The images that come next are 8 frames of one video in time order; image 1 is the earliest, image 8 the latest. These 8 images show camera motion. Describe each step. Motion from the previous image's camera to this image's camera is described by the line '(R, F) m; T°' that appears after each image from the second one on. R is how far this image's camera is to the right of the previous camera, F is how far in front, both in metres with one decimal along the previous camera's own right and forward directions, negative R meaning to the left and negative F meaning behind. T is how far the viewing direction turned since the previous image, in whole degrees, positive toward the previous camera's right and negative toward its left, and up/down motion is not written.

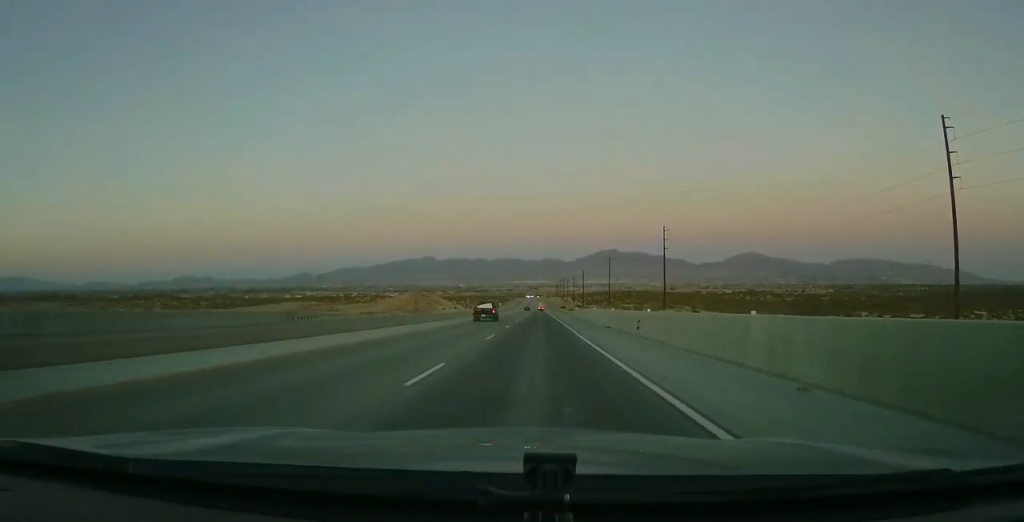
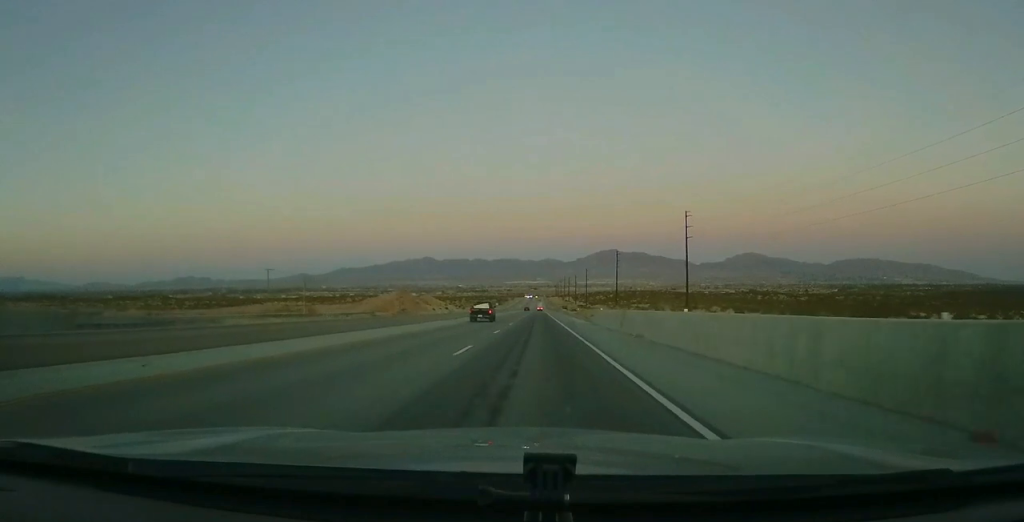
(+0.6, +31.0) m; +1°
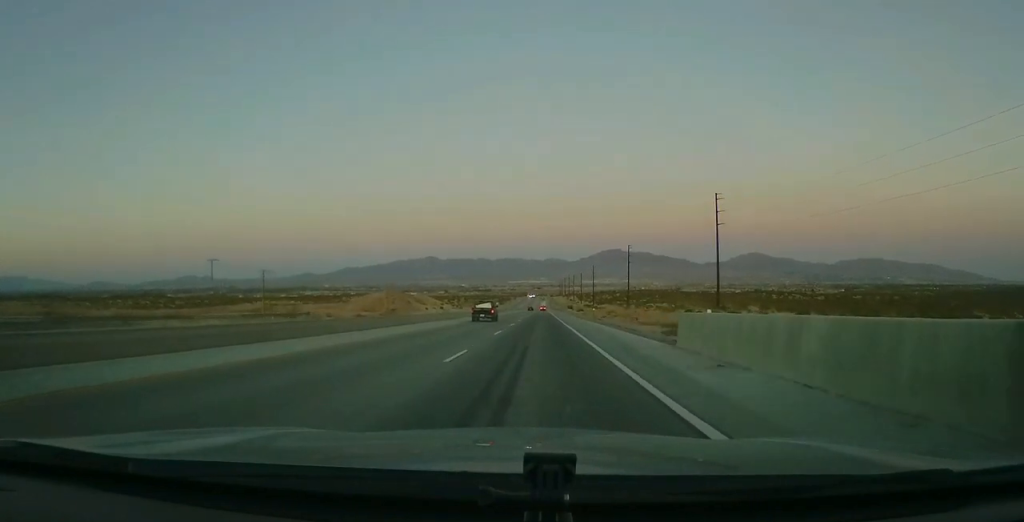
(-0.2, +26.5) m; -1°
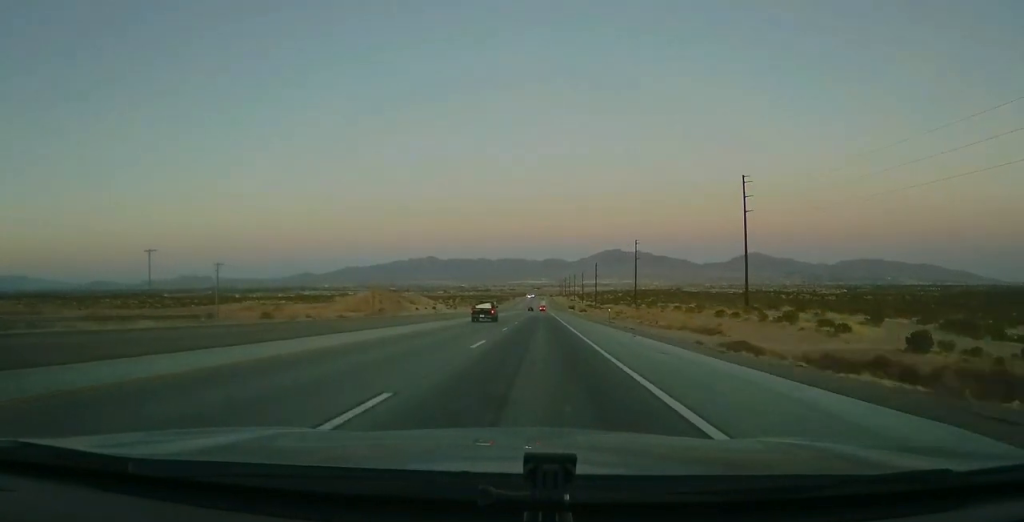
(-0.2, +20.1) m; 0°
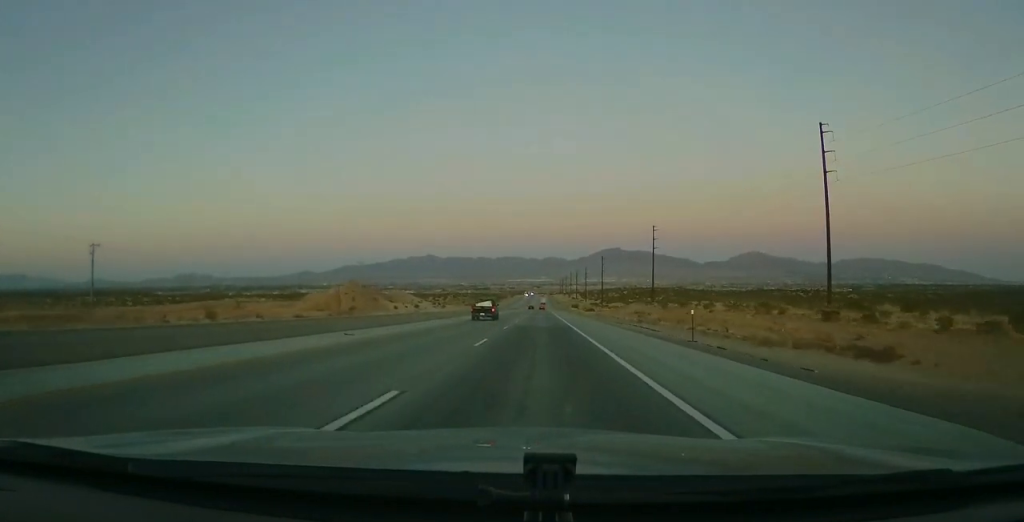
(+0.6, +36.5) m; +1°
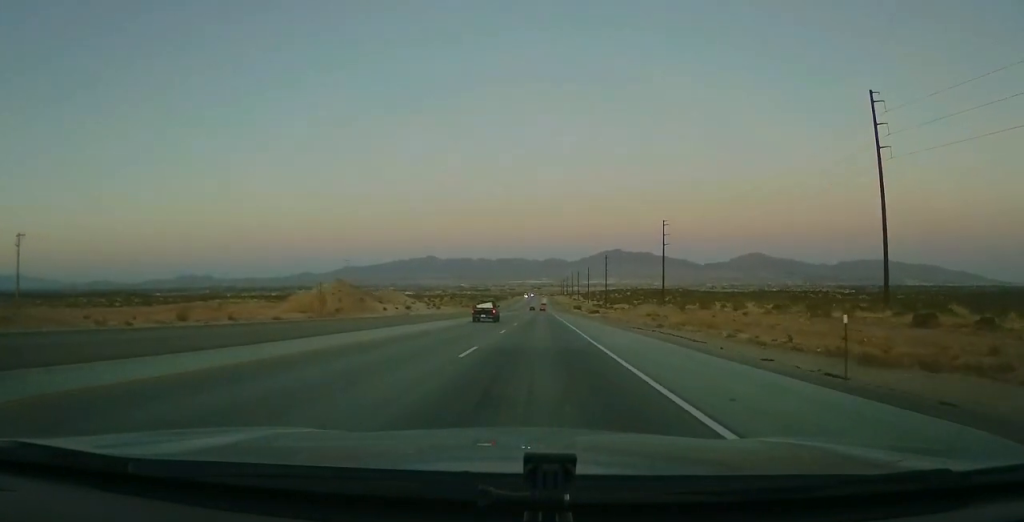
(-0.1, +15.5) m; 0°
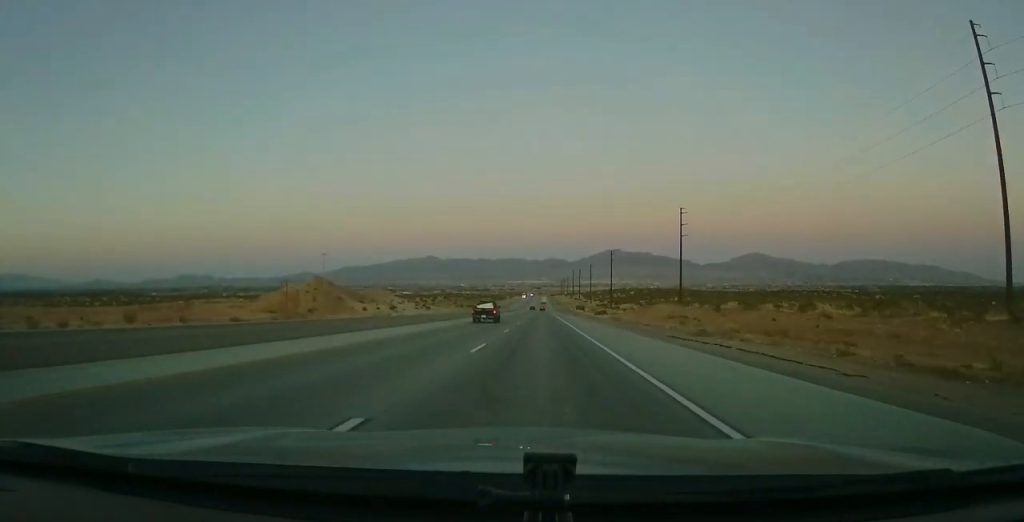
(-0.4, +22.8) m; -1°
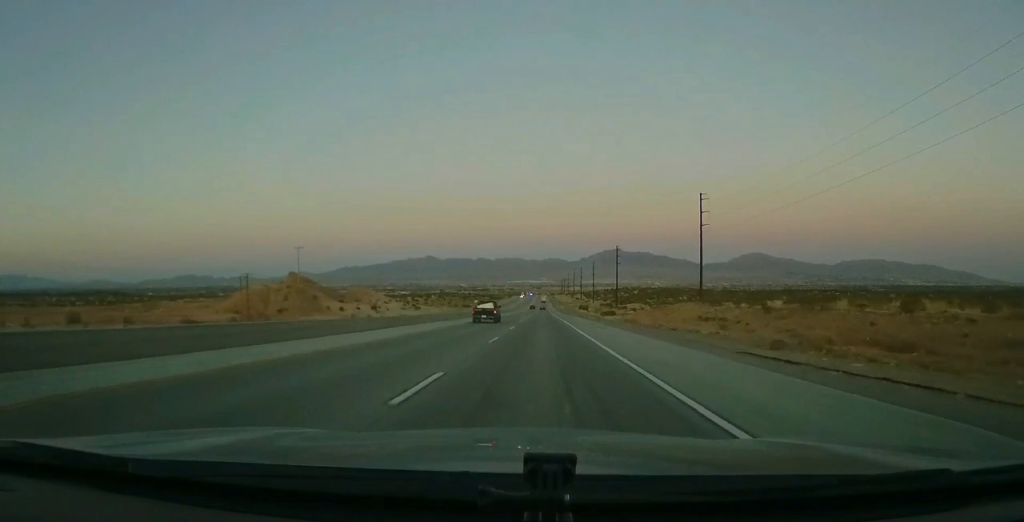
(0.0, +20.1) m; -1°
